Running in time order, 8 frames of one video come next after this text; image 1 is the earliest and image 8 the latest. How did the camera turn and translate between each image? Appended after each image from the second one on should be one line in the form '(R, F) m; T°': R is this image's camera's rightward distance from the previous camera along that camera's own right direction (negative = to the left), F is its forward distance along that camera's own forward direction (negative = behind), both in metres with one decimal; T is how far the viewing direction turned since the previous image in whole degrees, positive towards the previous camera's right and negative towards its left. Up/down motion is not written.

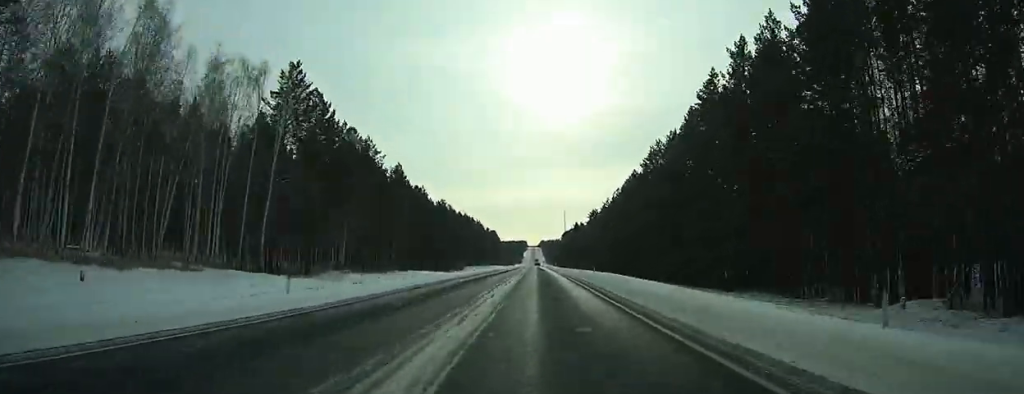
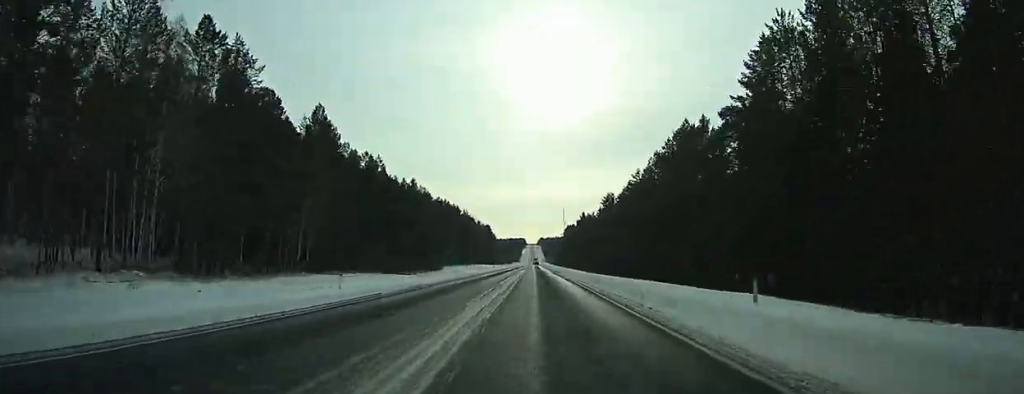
(-0.6, +43.7) m; -1°
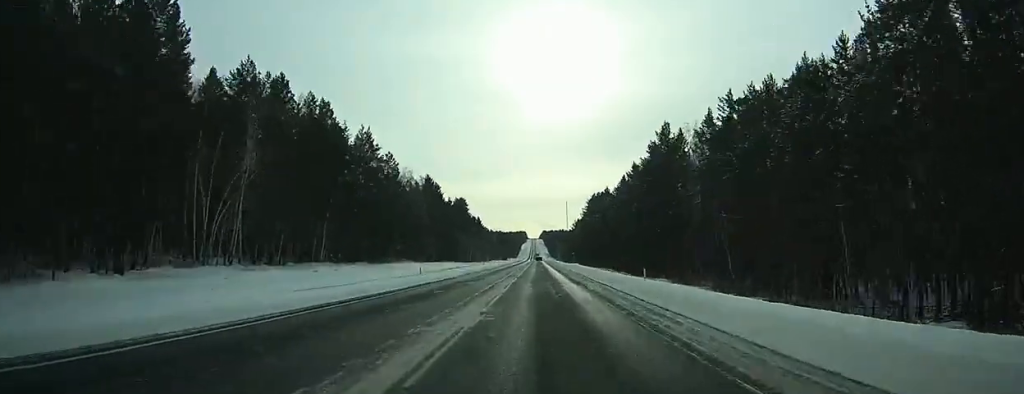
(-0.1, +134.0) m; +1°
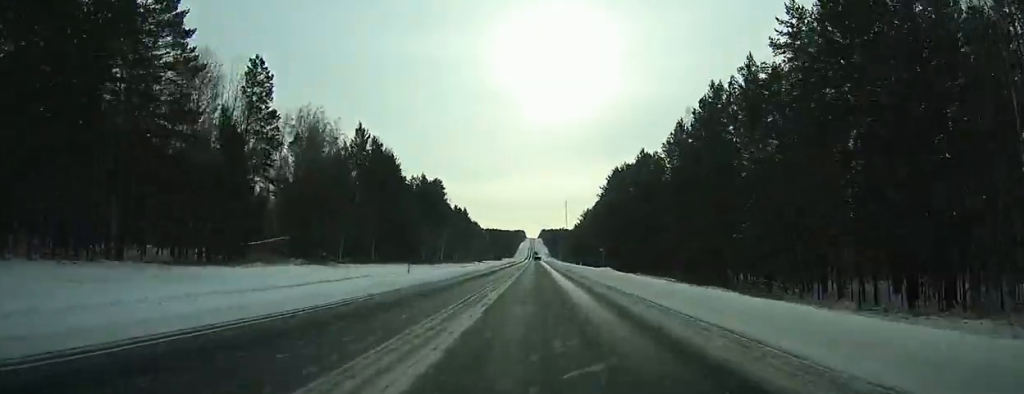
(0.0, +52.7) m; 0°
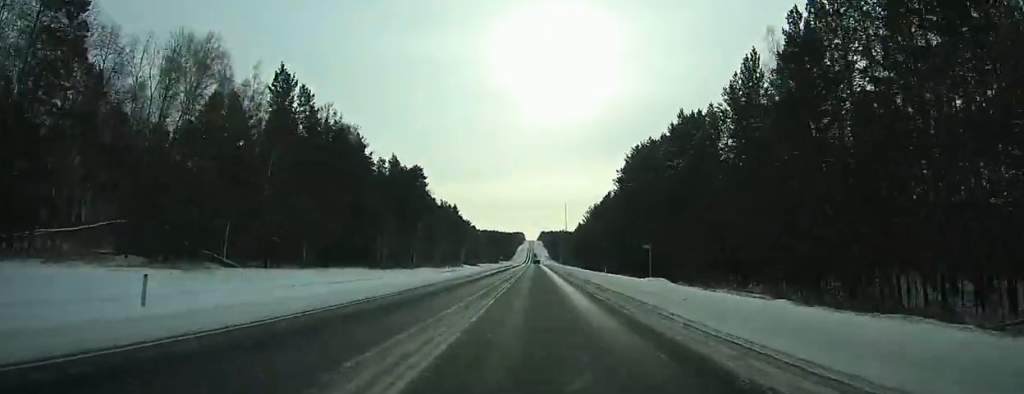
(0.0, +27.1) m; 0°
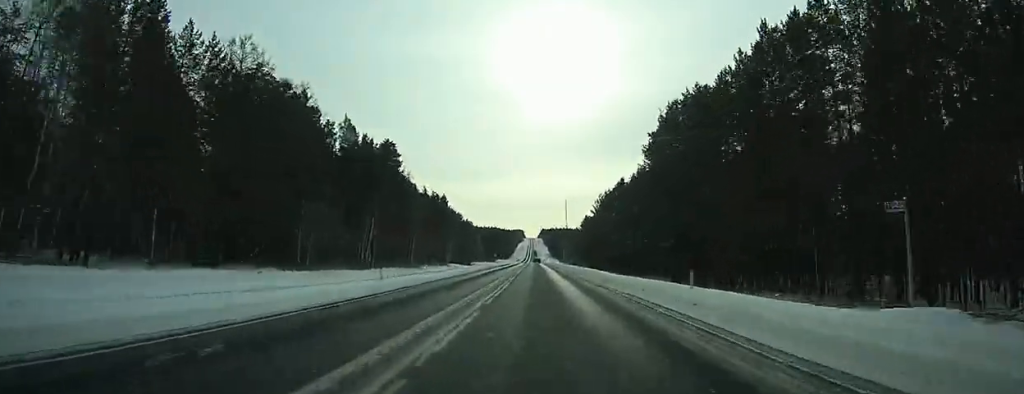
(0.0, +27.2) m; 0°
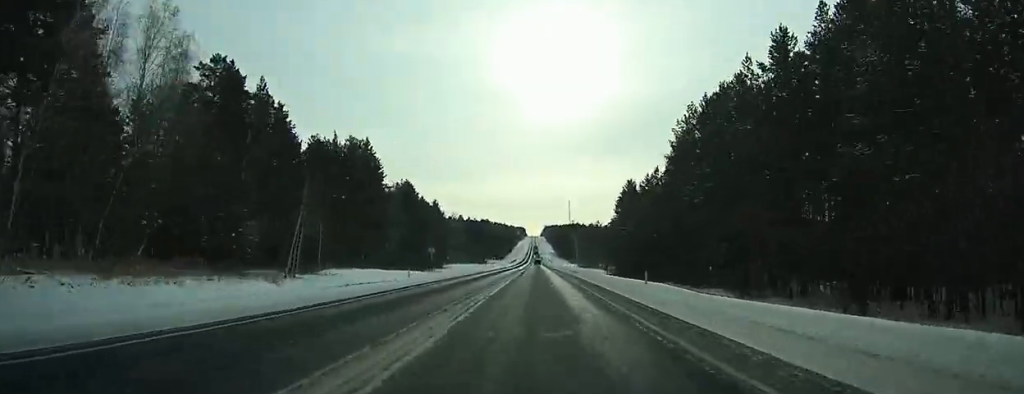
(0.0, +95.6) m; 0°
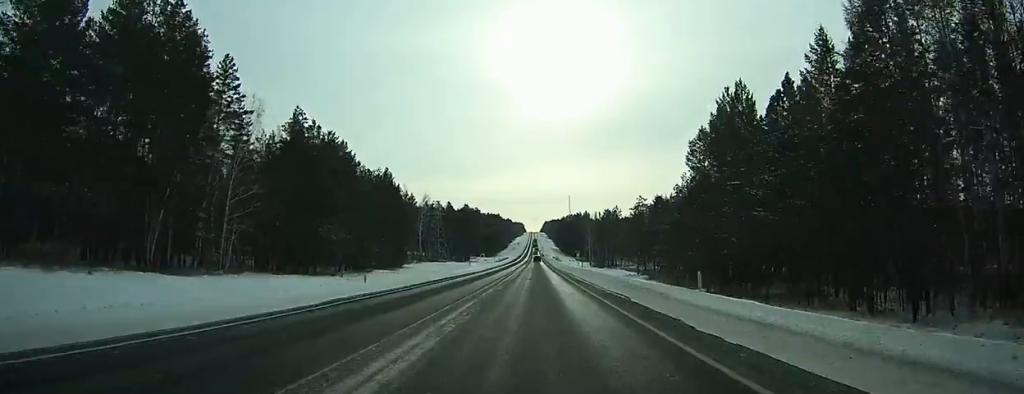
(-0.1, +61.6) m; 0°
